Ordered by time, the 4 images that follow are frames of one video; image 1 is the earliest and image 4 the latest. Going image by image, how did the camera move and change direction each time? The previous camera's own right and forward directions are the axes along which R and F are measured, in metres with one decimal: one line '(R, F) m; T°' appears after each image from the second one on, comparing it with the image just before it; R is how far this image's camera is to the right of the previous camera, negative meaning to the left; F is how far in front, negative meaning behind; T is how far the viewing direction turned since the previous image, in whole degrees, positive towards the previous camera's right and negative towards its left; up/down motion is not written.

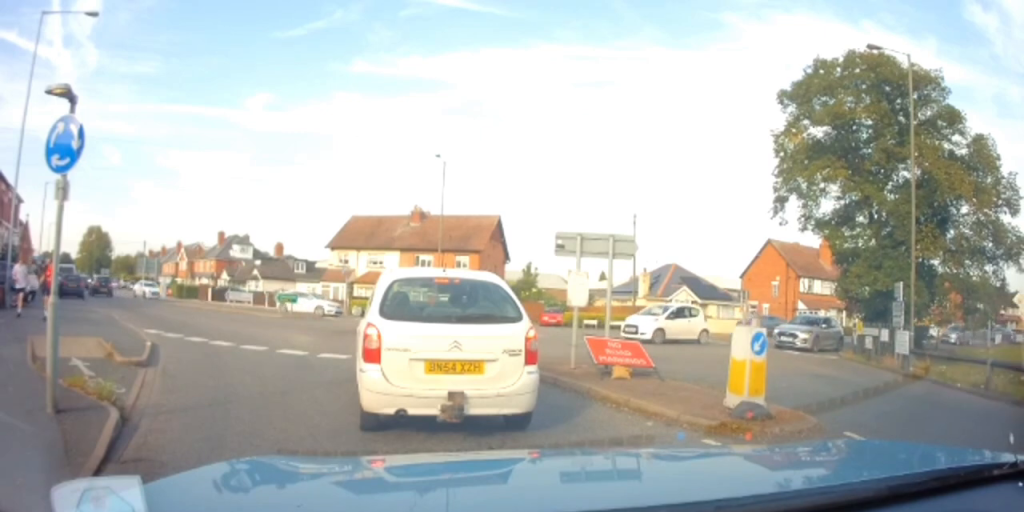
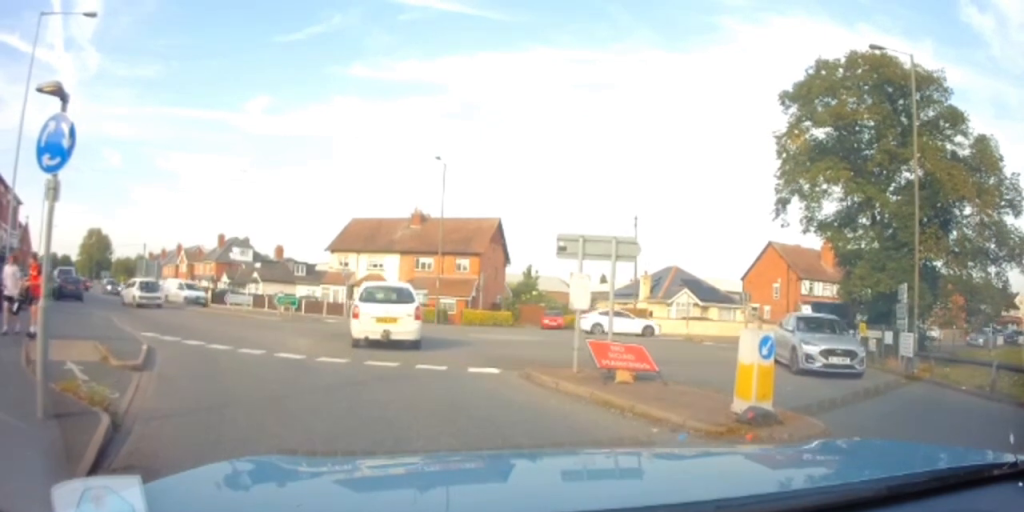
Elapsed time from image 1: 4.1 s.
(-0.4, +0.6) m; 0°
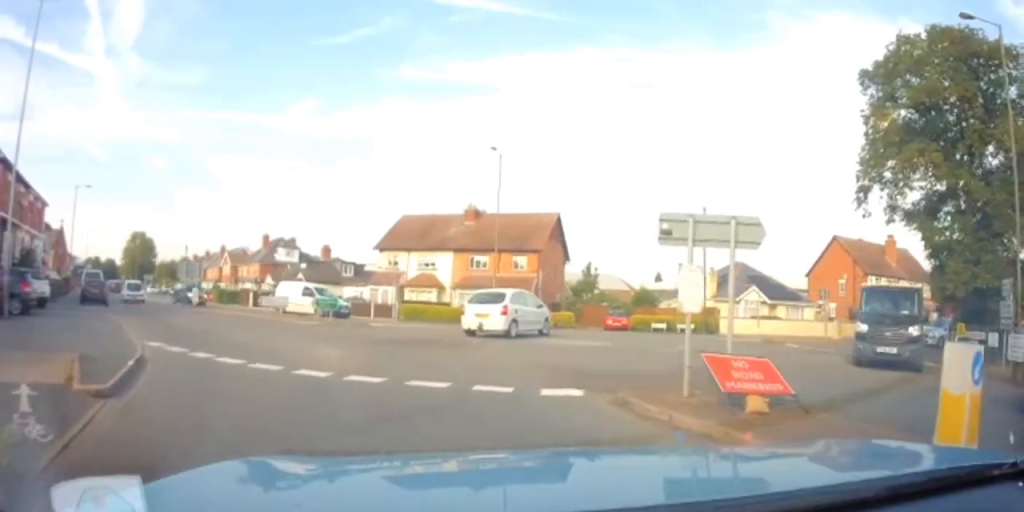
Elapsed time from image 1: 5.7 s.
(-0.2, +2.1) m; -3°
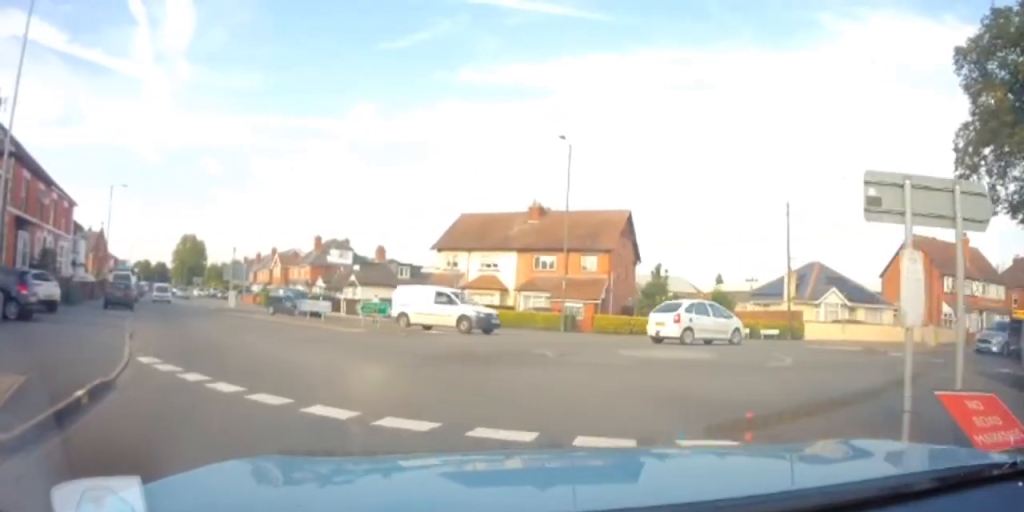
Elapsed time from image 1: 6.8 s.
(0.0, +2.8) m; -2°
